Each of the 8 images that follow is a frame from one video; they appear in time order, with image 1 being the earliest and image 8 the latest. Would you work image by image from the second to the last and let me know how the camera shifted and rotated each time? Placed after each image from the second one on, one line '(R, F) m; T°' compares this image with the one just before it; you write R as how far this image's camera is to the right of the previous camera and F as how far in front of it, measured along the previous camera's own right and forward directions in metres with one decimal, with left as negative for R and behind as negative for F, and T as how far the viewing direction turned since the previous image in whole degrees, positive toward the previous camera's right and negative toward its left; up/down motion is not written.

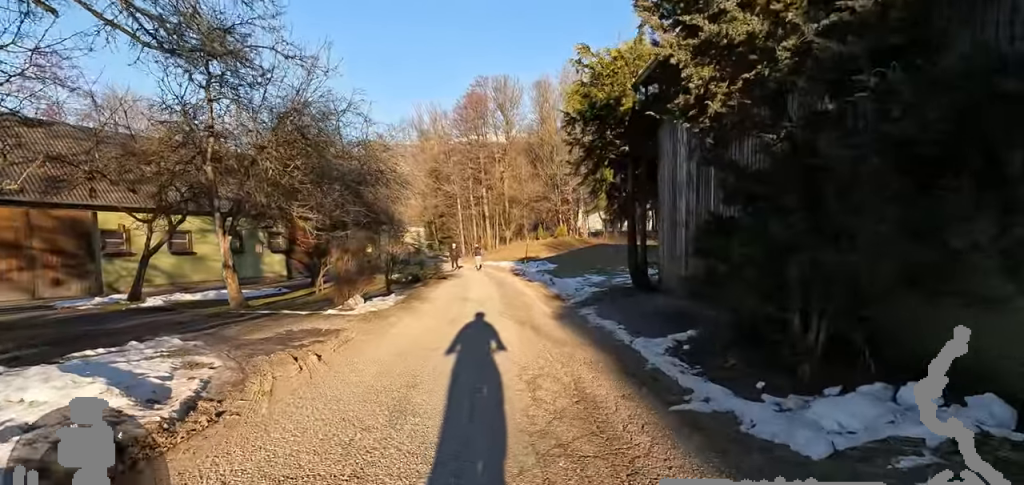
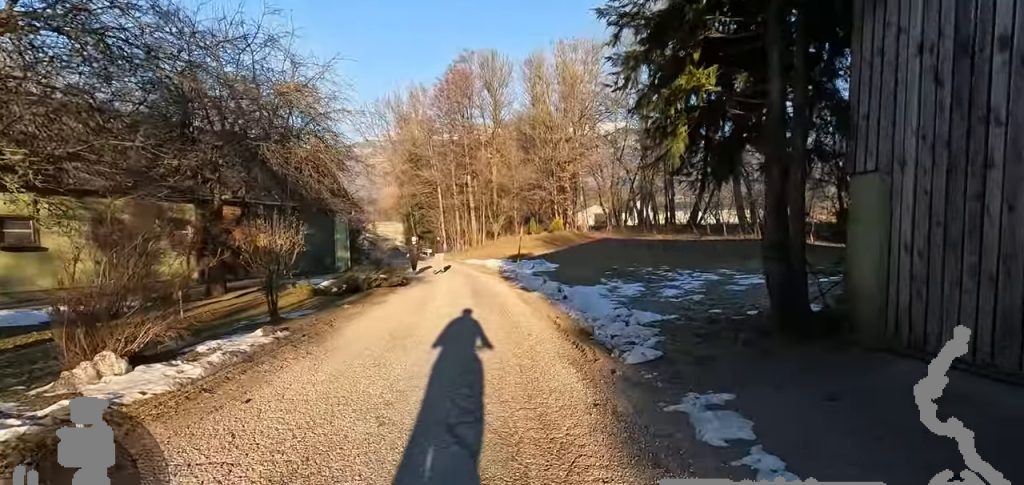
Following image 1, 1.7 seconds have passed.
(-1.1, +6.2) m; -17°
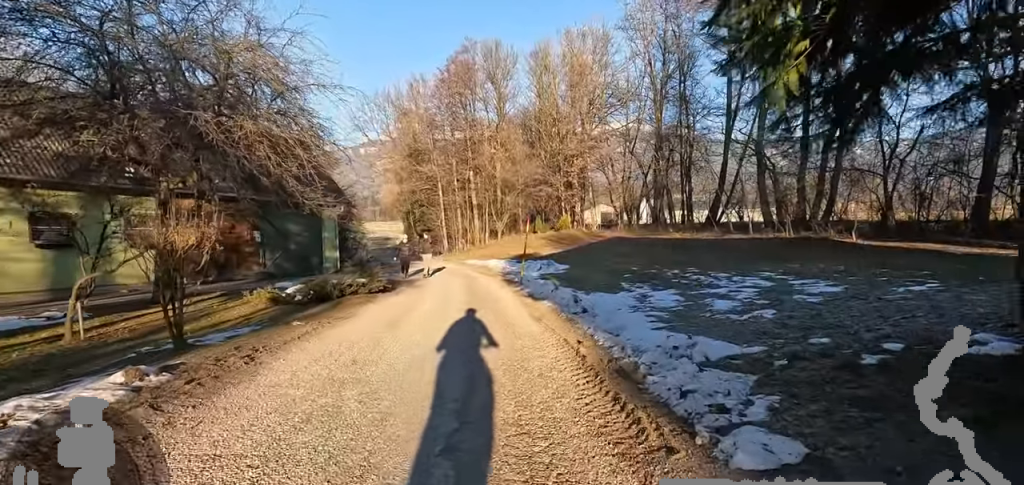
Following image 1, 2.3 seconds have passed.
(+0.4, +2.5) m; 0°
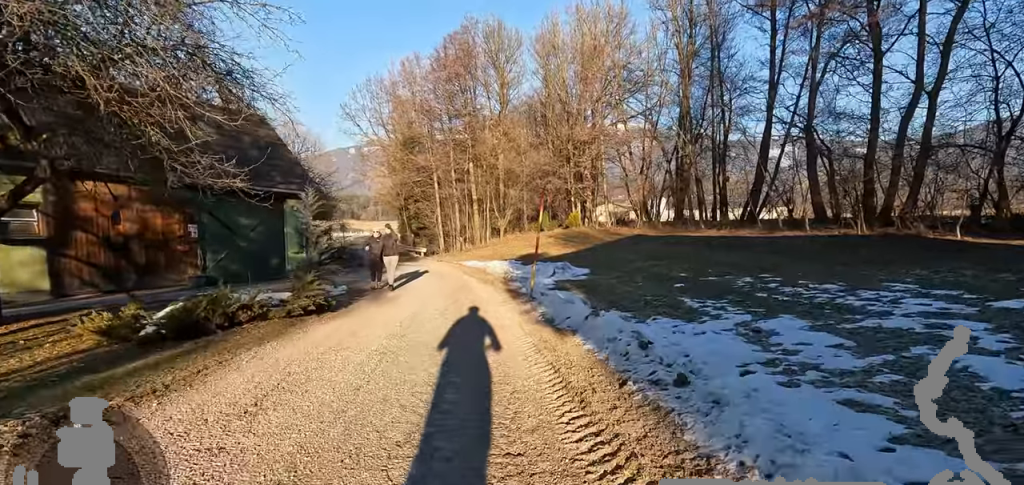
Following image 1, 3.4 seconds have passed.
(-0.4, +4.5) m; -8°
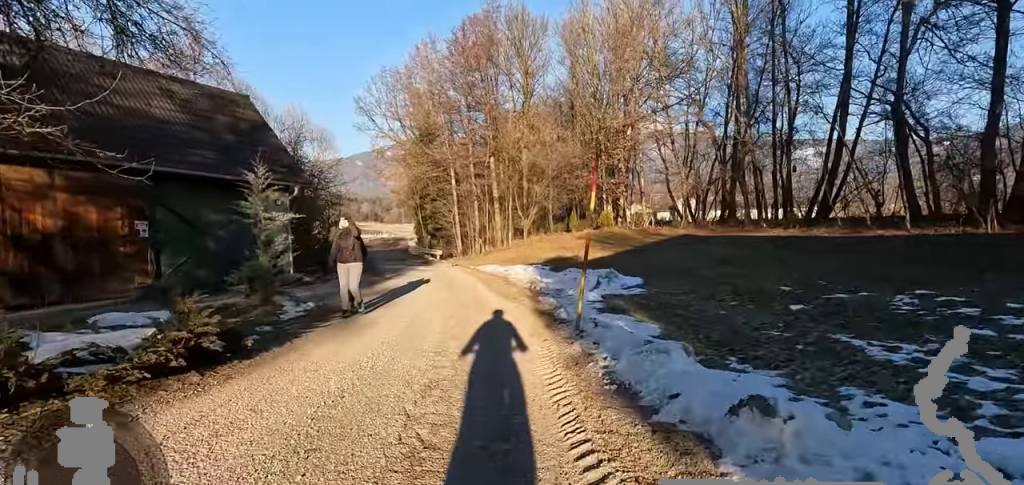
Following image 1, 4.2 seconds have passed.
(-0.1, +3.7) m; +5°
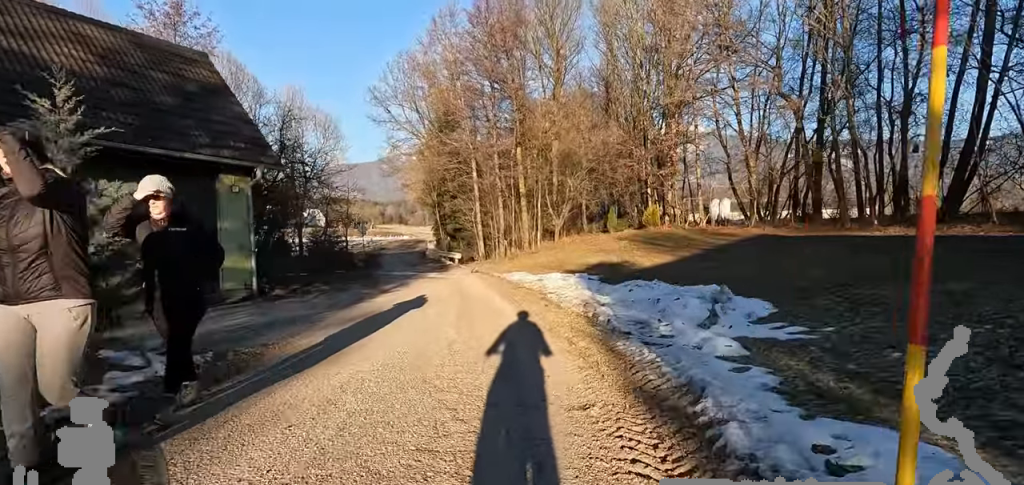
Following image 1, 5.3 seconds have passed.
(+0.5, +4.5) m; +3°
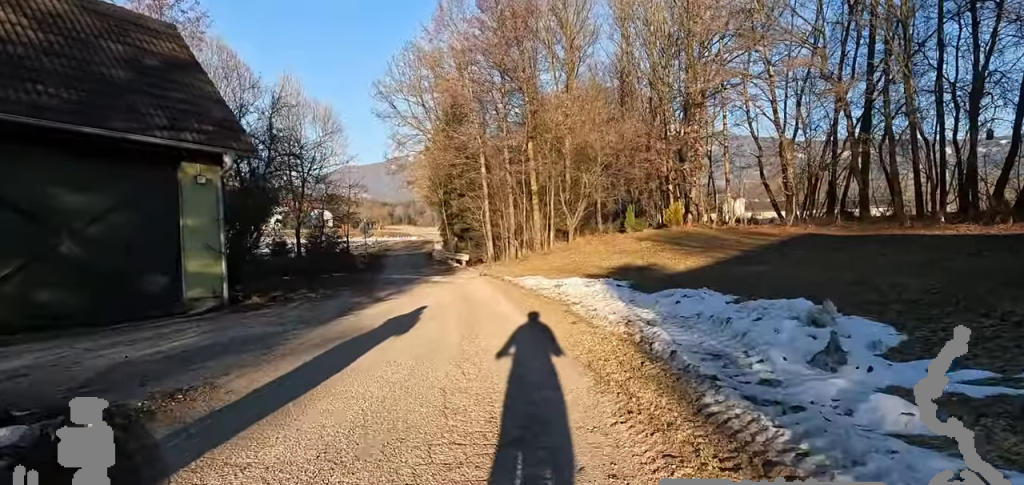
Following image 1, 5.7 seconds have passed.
(0.0, +1.8) m; -2°
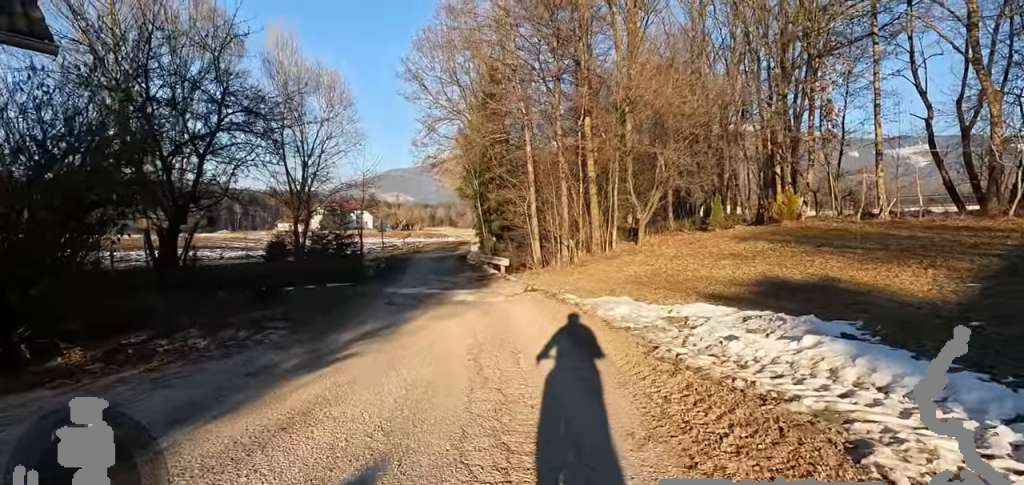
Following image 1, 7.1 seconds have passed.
(-0.7, +5.6) m; -5°
